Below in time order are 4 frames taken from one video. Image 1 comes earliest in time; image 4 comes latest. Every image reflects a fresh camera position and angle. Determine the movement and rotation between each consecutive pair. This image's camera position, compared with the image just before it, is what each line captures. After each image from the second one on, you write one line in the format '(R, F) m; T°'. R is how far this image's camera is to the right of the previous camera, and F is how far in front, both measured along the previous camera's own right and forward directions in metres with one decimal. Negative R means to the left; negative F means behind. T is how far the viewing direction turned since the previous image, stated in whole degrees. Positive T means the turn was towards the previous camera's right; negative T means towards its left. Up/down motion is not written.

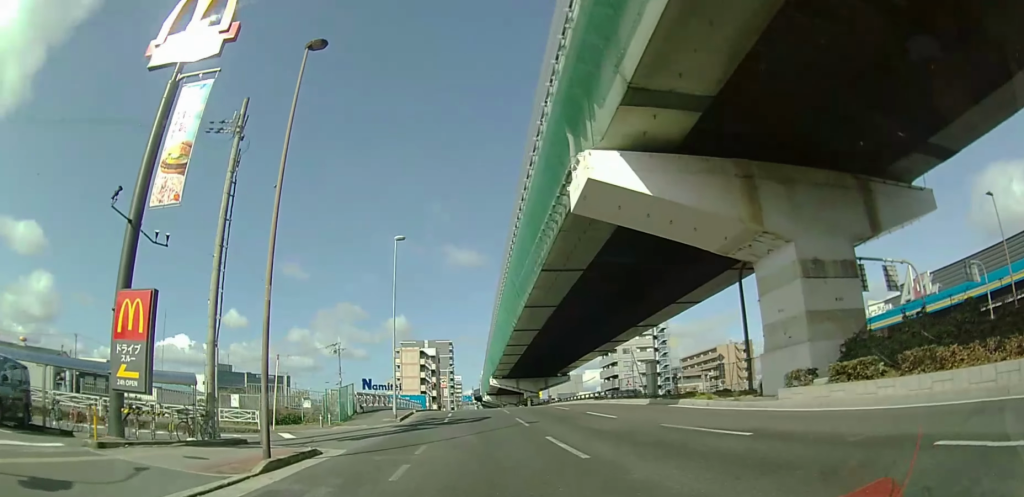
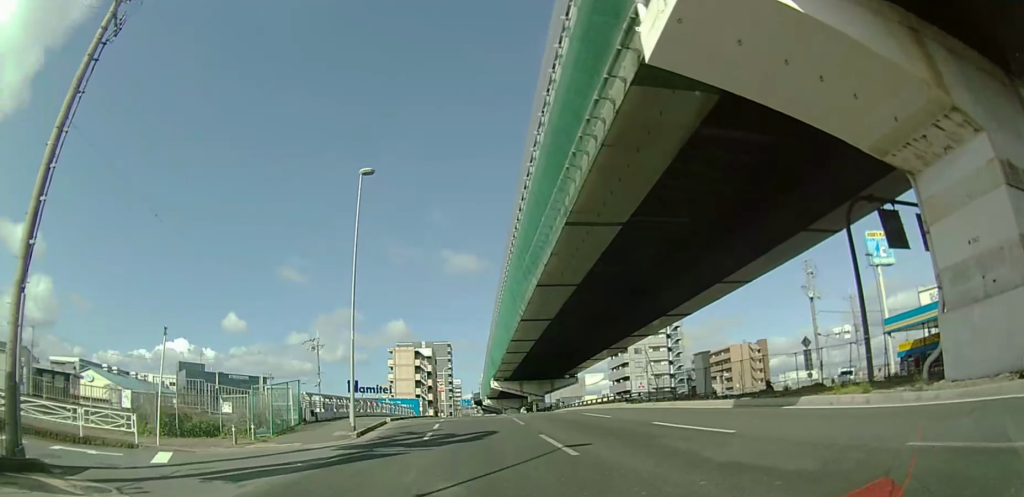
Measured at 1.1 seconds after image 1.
(-0.1, +11.0) m; -3°
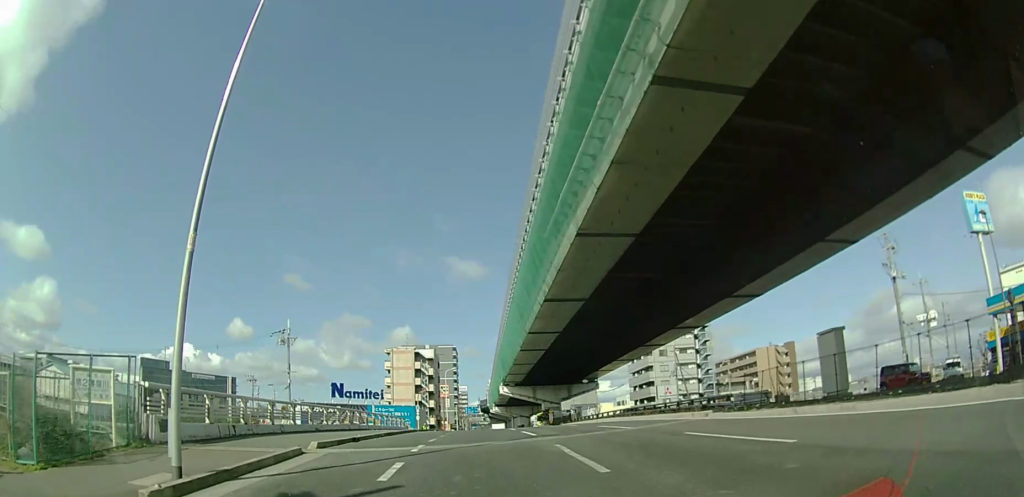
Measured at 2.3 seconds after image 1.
(-0.5, +14.0) m; -2°
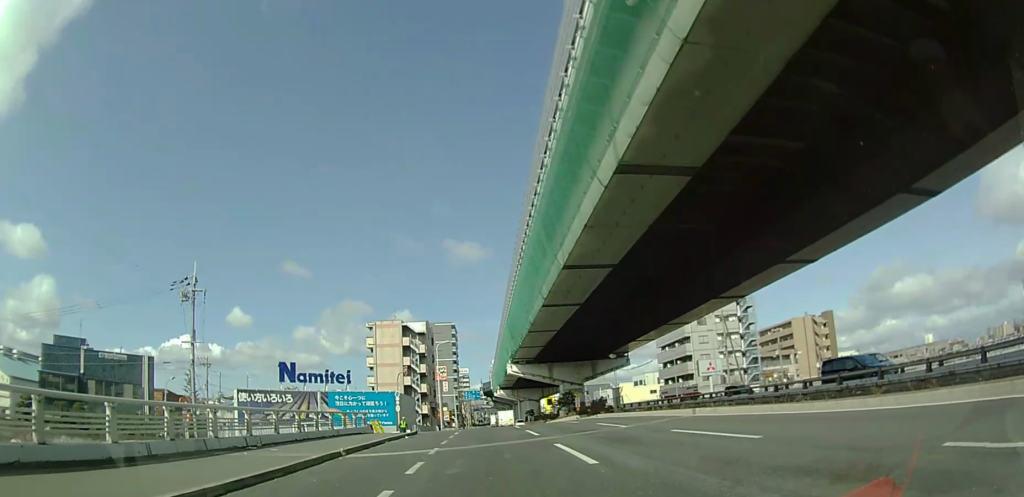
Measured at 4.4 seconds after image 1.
(+0.4, +23.0) m; +1°
